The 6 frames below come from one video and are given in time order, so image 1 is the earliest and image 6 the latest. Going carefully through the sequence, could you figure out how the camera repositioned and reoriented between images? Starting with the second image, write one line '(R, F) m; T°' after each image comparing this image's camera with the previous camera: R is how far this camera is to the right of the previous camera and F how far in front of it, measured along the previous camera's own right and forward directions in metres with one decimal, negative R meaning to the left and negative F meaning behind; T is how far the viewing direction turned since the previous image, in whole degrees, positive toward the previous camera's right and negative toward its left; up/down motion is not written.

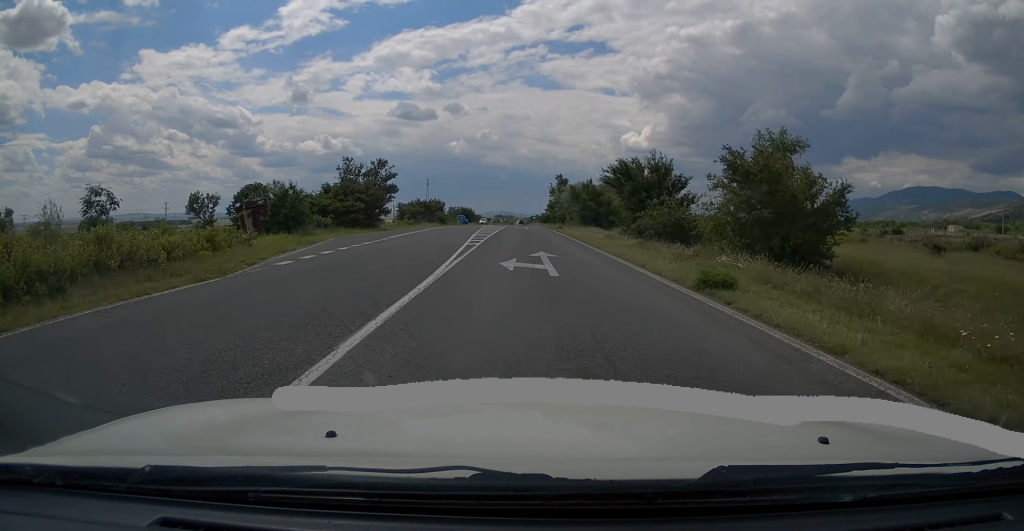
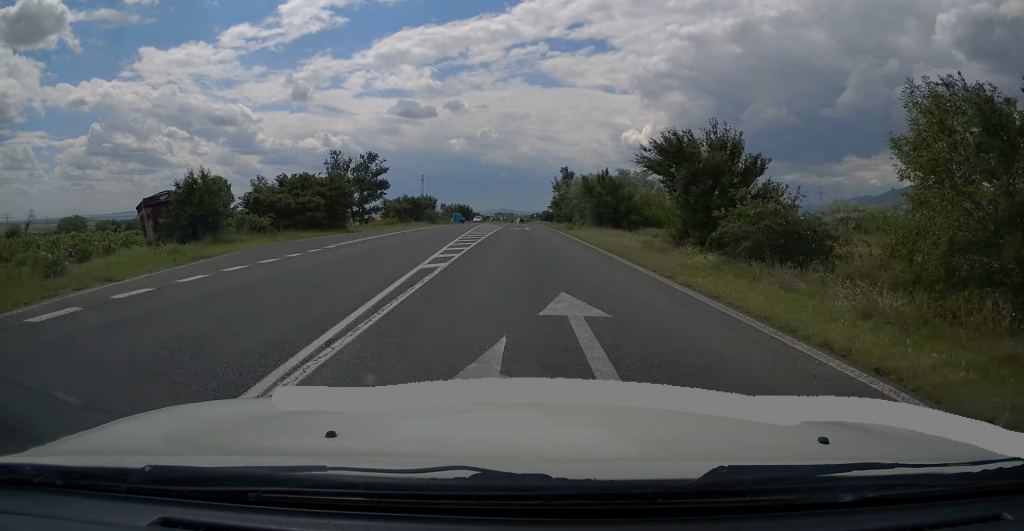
(0.0, +9.9) m; 0°
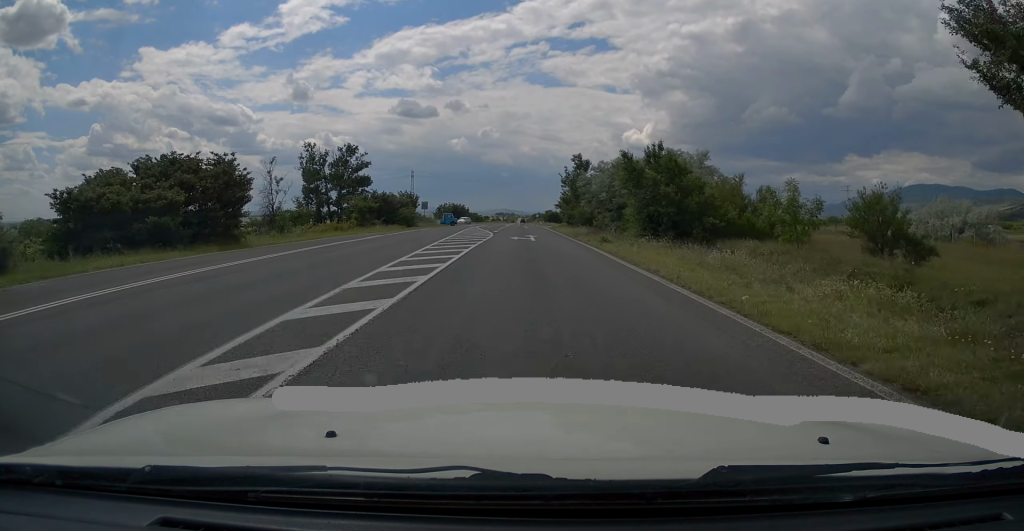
(+0.3, +17.0) m; 0°
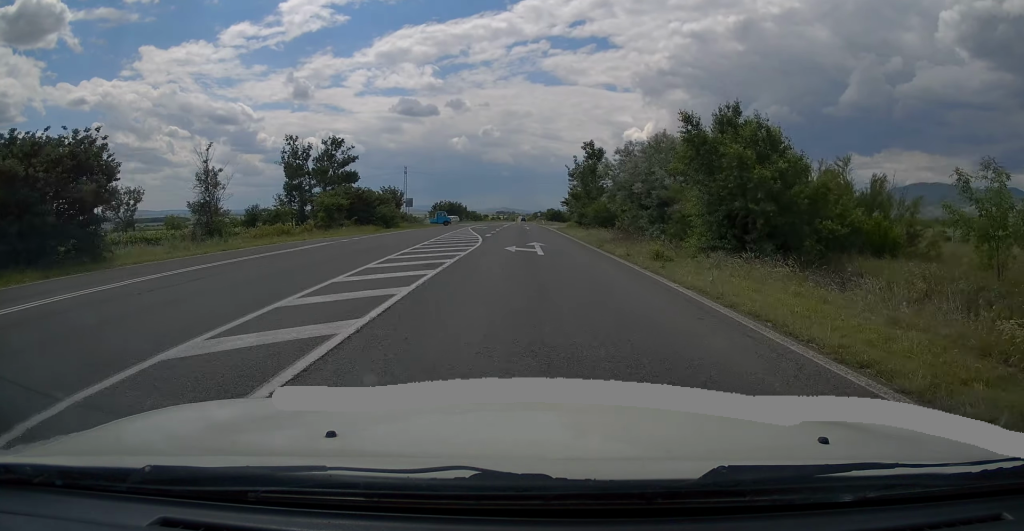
(-0.2, +9.8) m; 0°
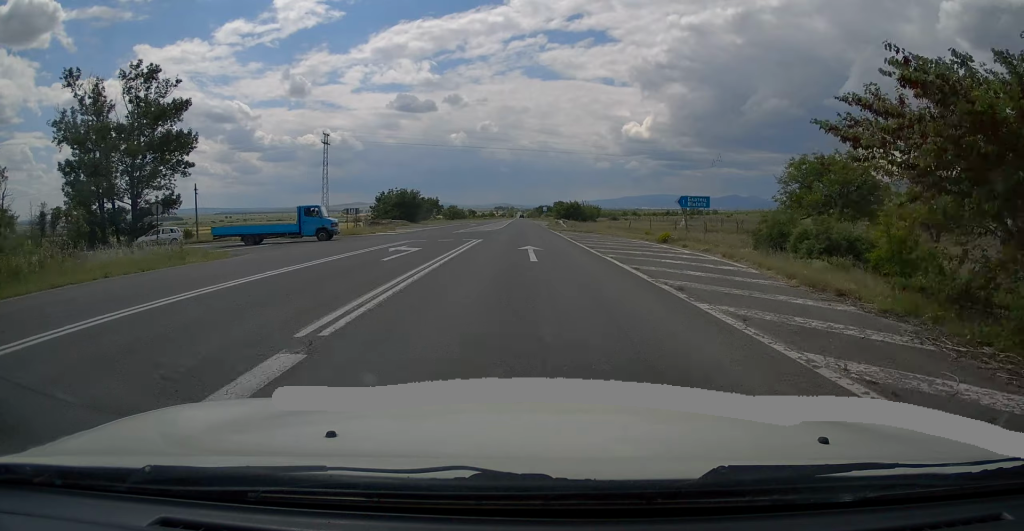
(-0.1, +57.5) m; 0°
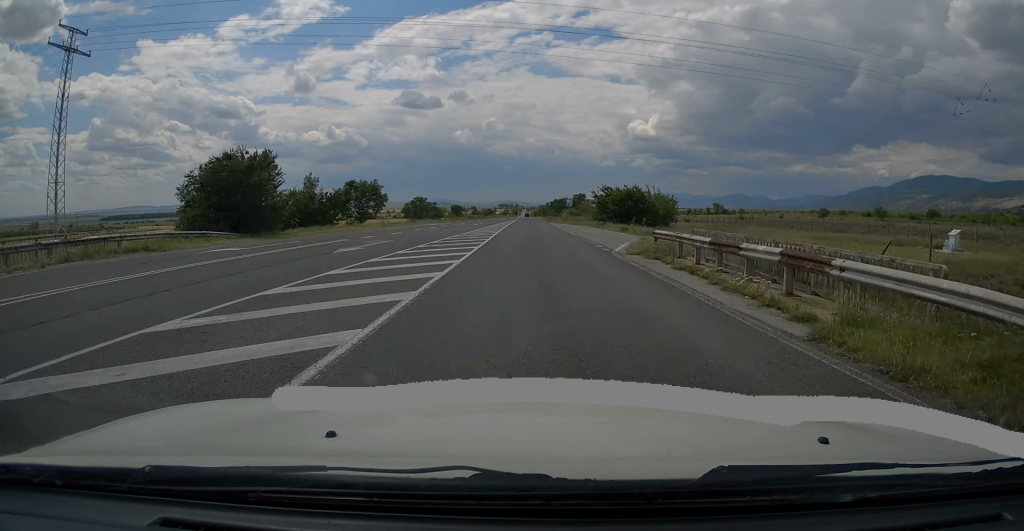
(-0.6, +54.1) m; -1°
